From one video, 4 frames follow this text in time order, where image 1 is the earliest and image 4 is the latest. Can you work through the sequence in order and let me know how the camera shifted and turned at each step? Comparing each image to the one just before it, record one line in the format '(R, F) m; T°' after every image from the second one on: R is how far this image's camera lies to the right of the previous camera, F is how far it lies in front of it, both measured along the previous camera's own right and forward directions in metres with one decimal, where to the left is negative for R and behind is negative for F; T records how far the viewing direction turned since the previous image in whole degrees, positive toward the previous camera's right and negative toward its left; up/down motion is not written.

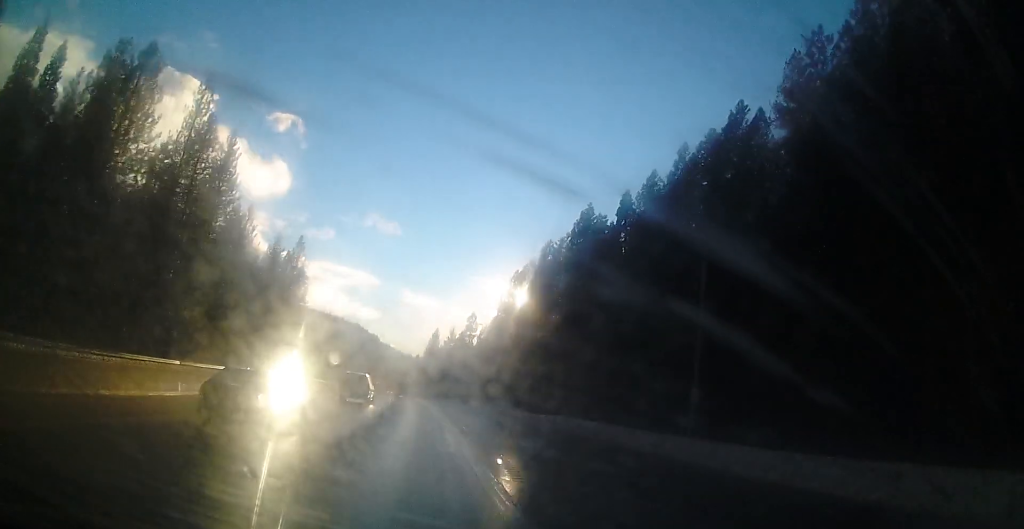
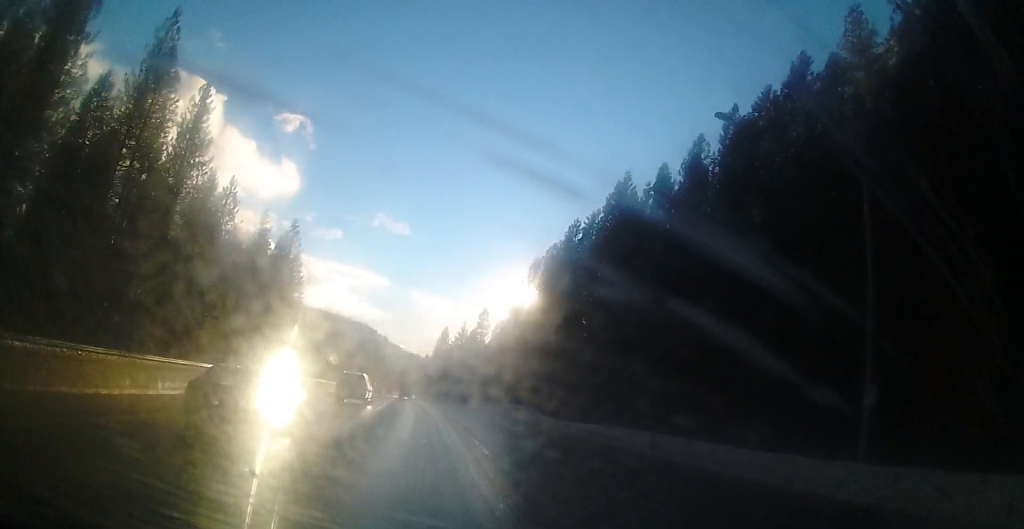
(-0.1, +13.5) m; -2°
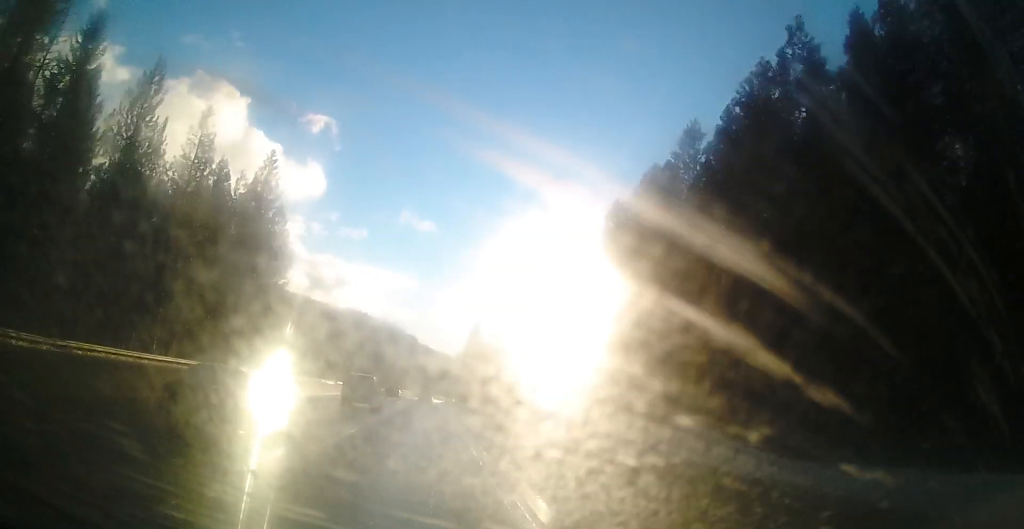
(-1.4, +34.3) m; -5°
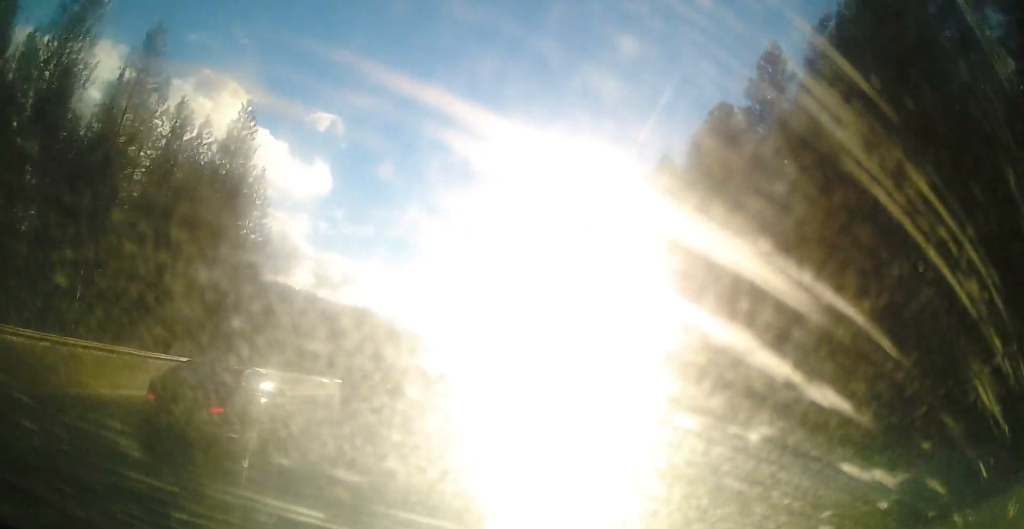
(-0.5, +14.8) m; -2°
